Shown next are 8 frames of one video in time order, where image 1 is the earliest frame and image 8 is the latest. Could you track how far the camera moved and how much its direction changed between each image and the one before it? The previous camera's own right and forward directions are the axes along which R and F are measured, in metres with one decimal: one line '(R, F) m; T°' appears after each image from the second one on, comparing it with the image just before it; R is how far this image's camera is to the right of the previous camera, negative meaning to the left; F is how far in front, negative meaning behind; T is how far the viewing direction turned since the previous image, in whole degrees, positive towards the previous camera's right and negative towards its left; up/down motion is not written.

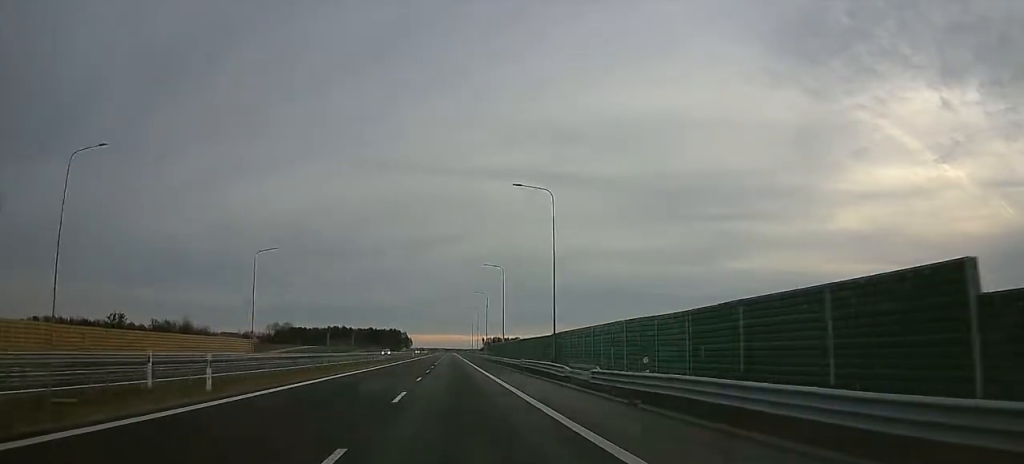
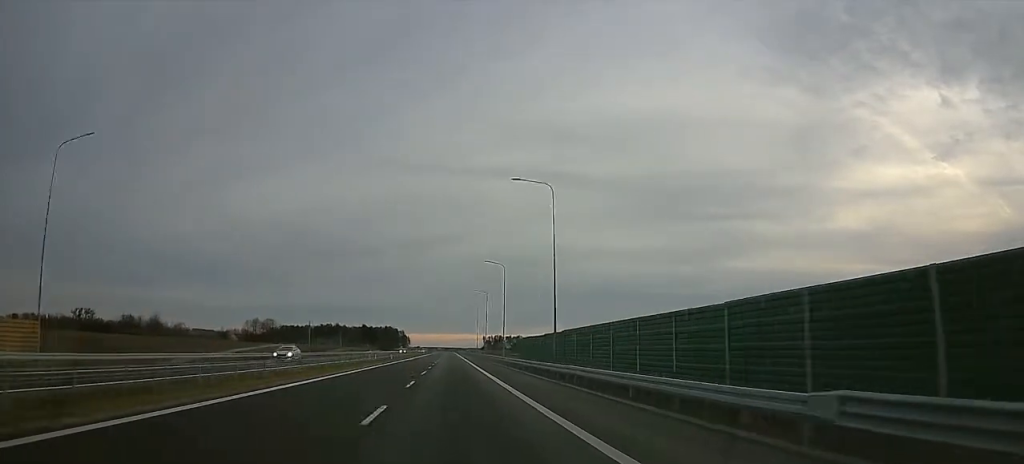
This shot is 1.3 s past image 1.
(-0.6, +41.2) m; -1°
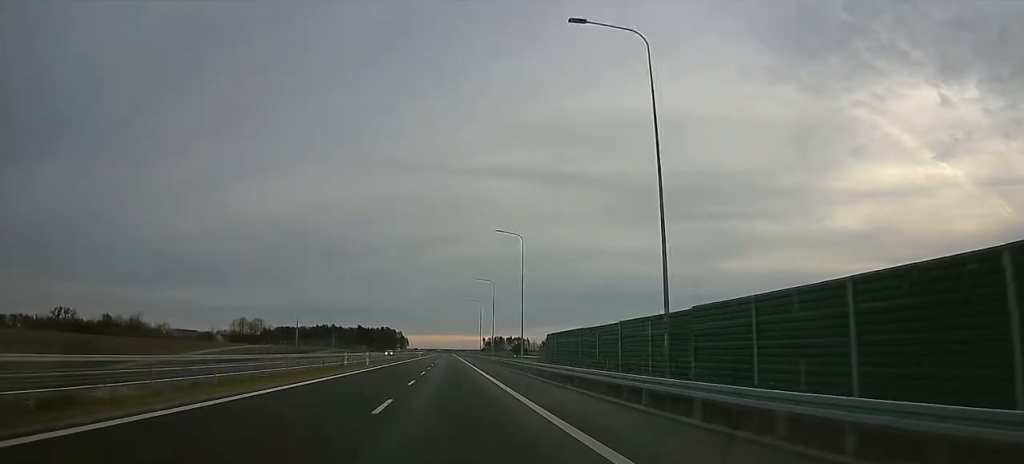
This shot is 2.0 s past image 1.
(0.0, +21.6) m; 0°
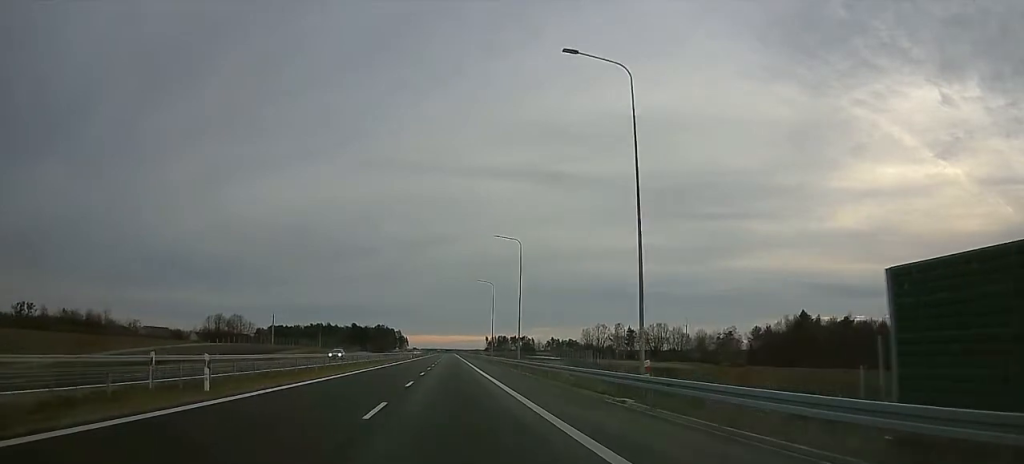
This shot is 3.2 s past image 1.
(+0.2, +37.1) m; +1°
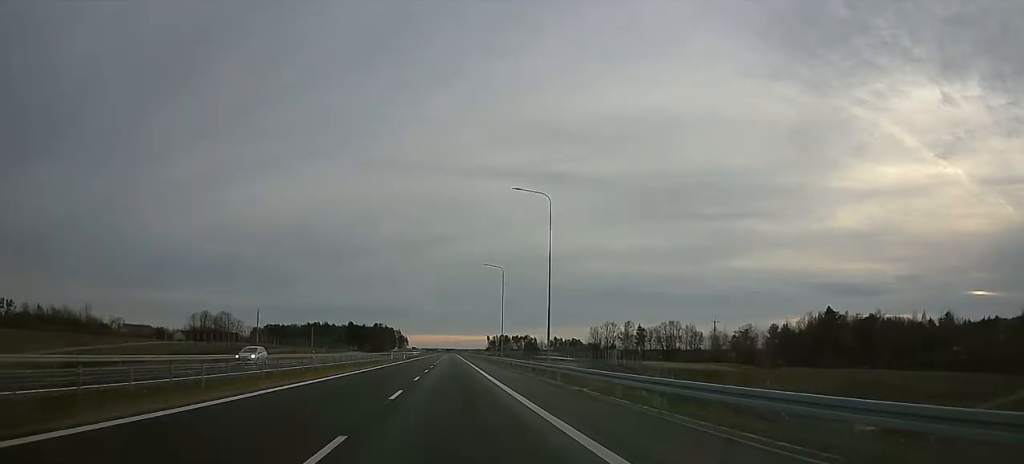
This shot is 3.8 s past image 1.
(+0.2, +18.6) m; +1°
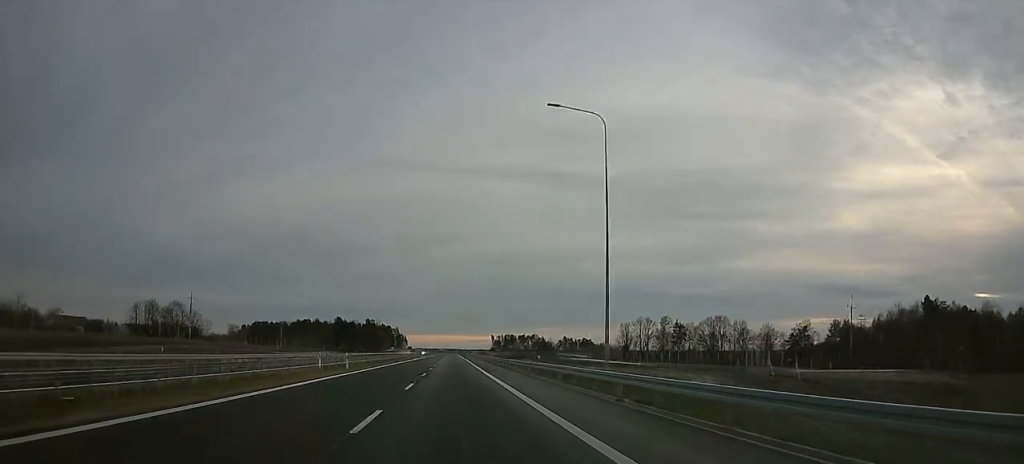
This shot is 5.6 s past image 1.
(-0.4, +55.7) m; -1°
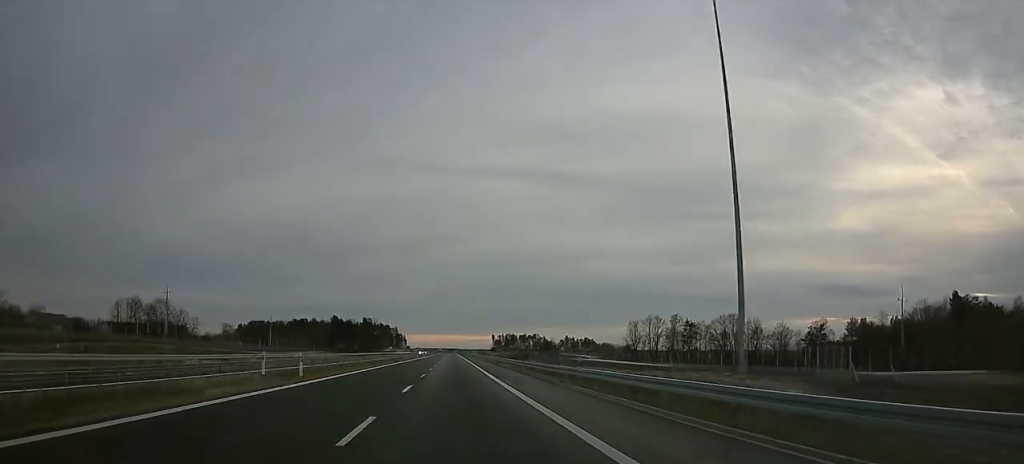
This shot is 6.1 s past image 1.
(-0.1, +13.4) m; 0°
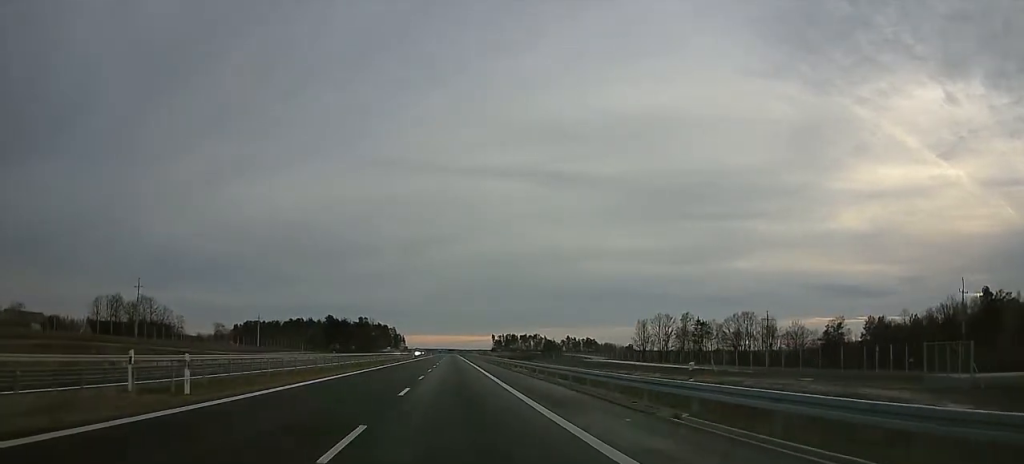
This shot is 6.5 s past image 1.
(0.0, +13.4) m; 0°
